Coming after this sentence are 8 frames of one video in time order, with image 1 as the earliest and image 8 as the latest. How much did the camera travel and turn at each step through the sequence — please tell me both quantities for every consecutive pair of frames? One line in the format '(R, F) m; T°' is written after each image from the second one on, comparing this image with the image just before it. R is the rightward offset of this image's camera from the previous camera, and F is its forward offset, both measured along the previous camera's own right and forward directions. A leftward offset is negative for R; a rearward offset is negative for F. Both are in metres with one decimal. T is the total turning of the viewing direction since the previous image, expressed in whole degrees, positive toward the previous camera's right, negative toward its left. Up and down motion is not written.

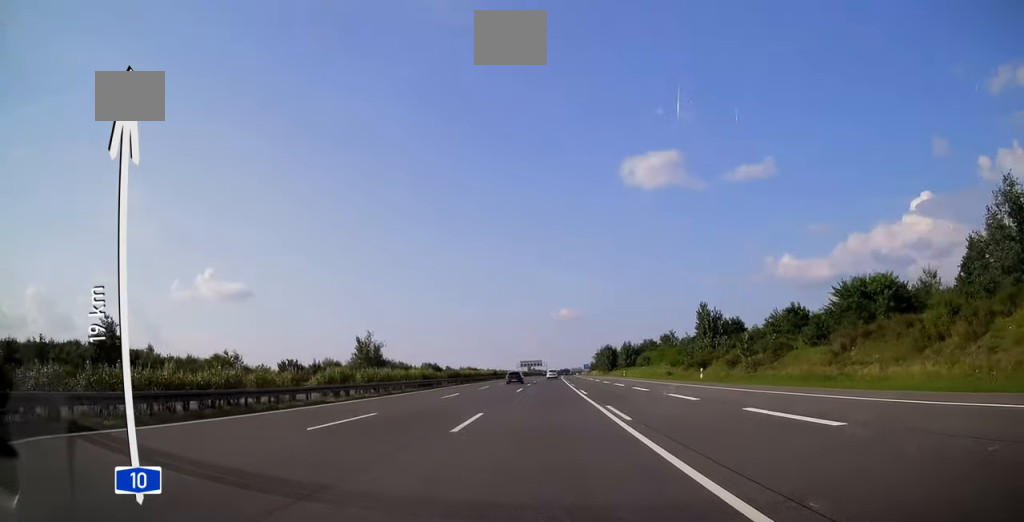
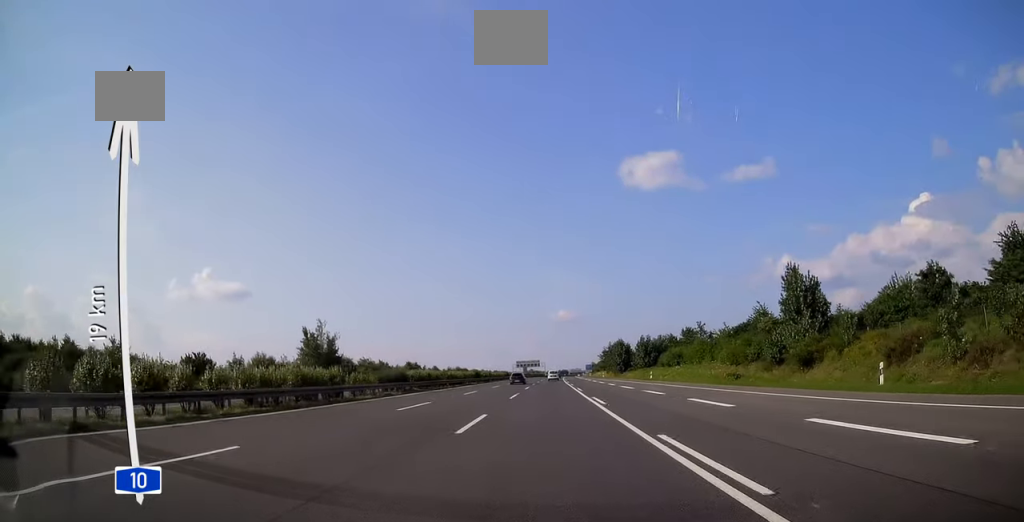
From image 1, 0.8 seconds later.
(0.0, +27.7) m; 0°
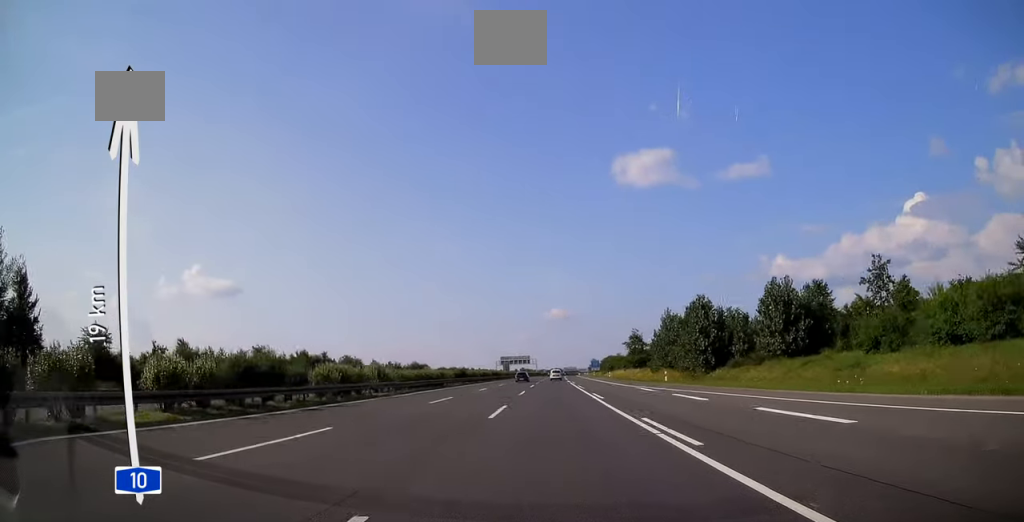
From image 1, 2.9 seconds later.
(+0.2, +67.9) m; +1°
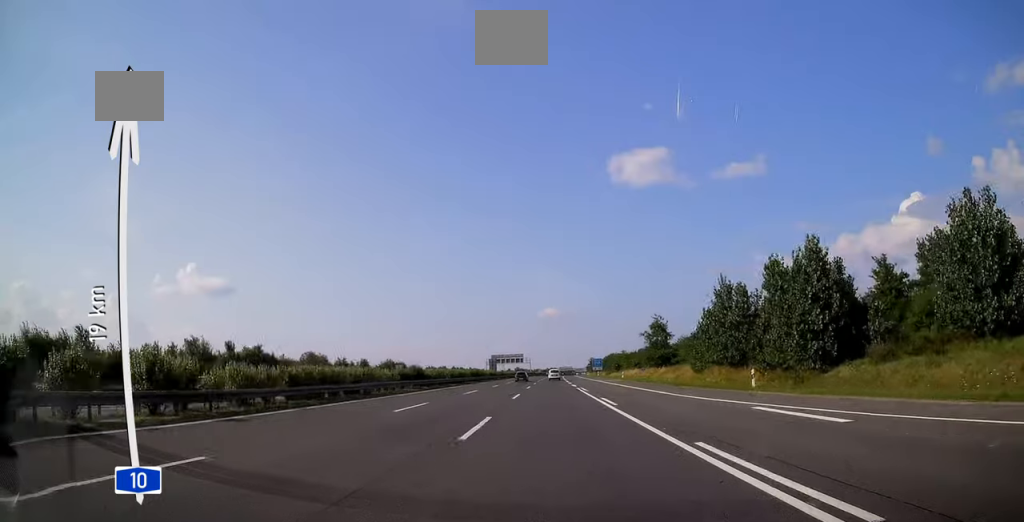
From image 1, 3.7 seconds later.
(+0.1, +23.6) m; 0°
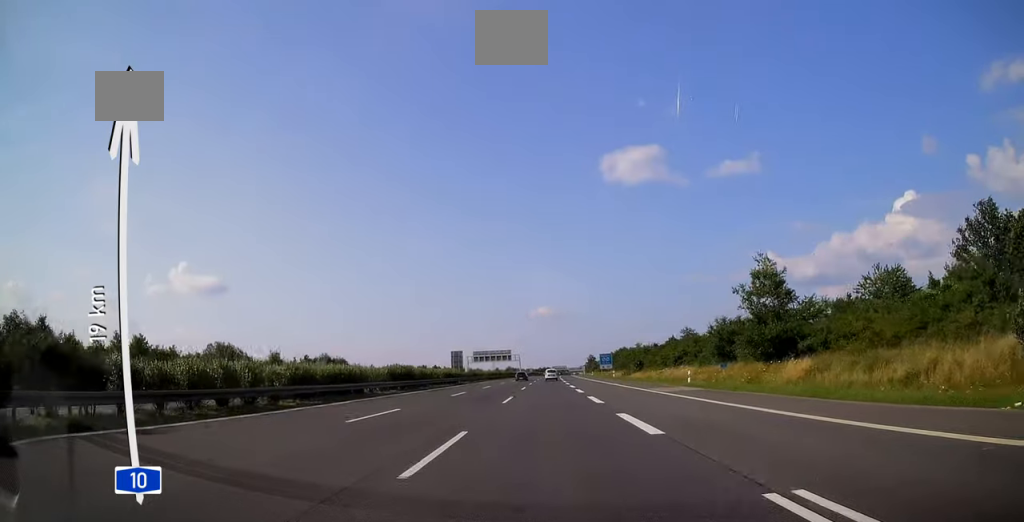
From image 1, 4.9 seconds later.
(+0.2, +40.7) m; +1°
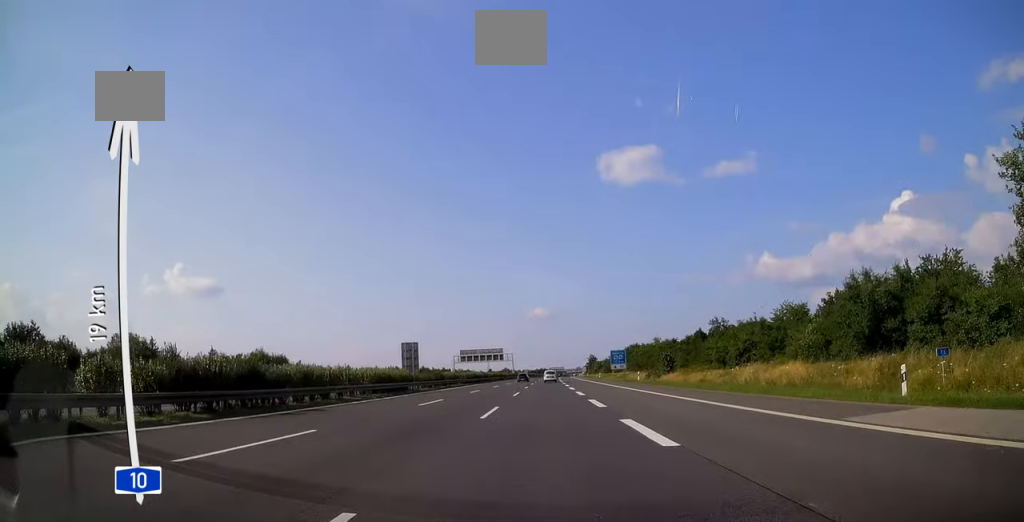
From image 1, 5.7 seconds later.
(+0.1, +25.7) m; 0°
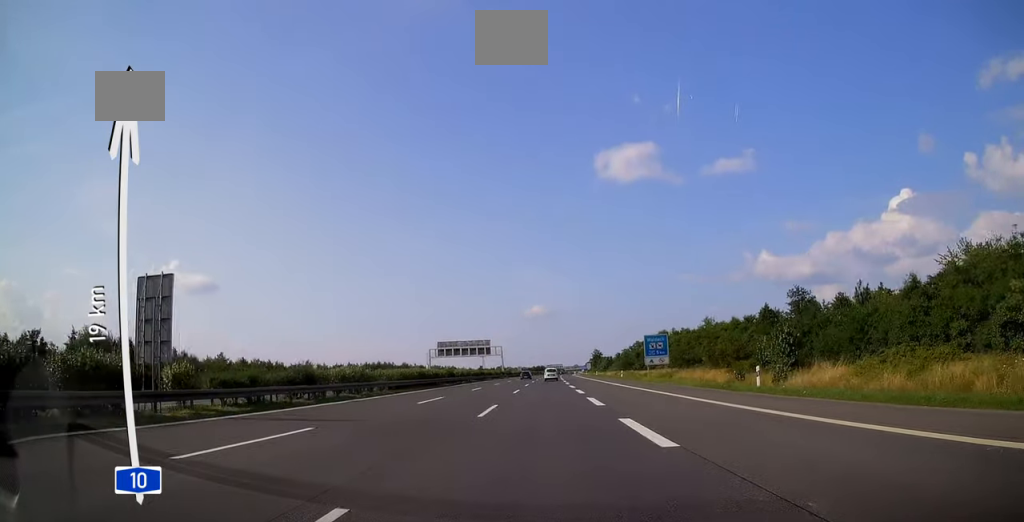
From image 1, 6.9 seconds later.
(+0.1, +36.5) m; 0°
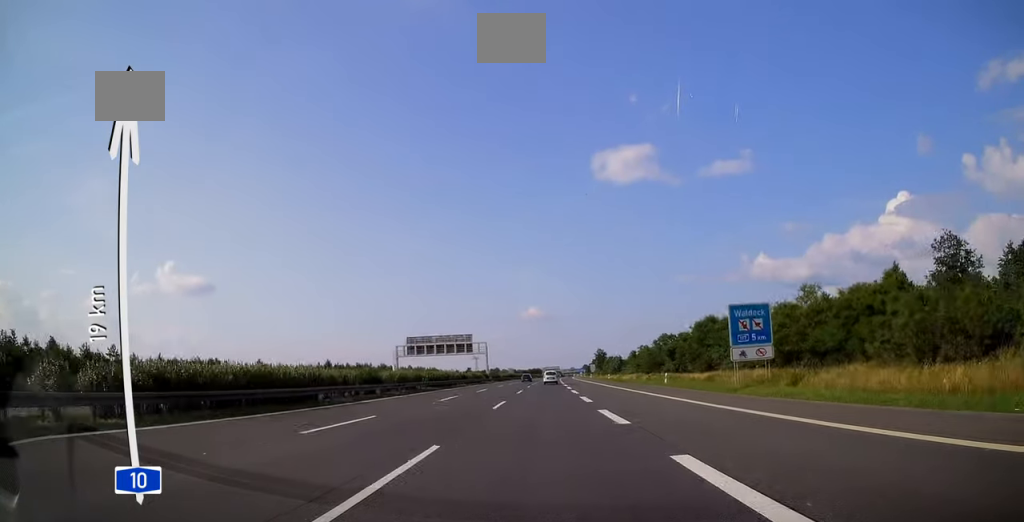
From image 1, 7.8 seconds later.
(0.0, +30.9) m; 0°
